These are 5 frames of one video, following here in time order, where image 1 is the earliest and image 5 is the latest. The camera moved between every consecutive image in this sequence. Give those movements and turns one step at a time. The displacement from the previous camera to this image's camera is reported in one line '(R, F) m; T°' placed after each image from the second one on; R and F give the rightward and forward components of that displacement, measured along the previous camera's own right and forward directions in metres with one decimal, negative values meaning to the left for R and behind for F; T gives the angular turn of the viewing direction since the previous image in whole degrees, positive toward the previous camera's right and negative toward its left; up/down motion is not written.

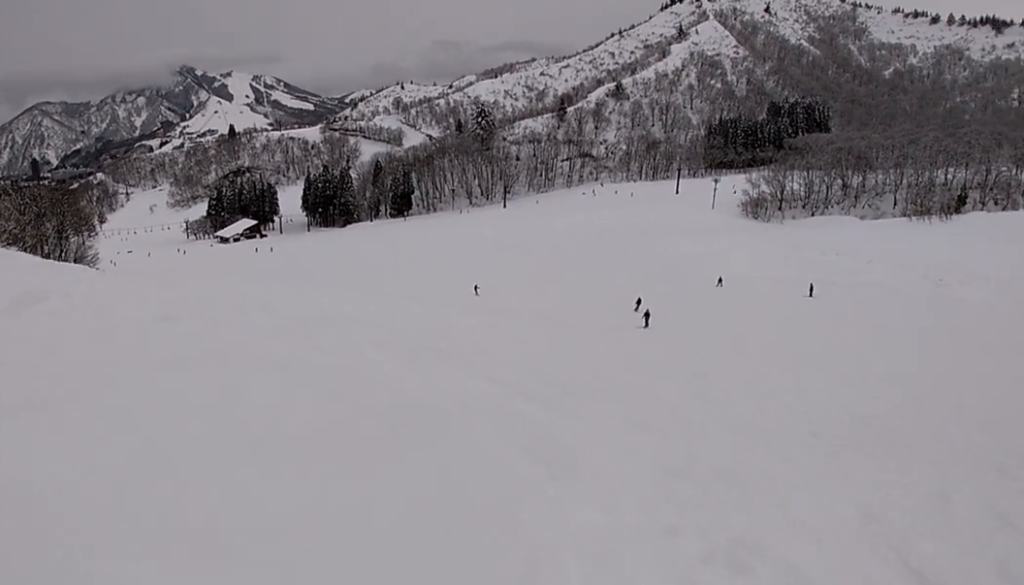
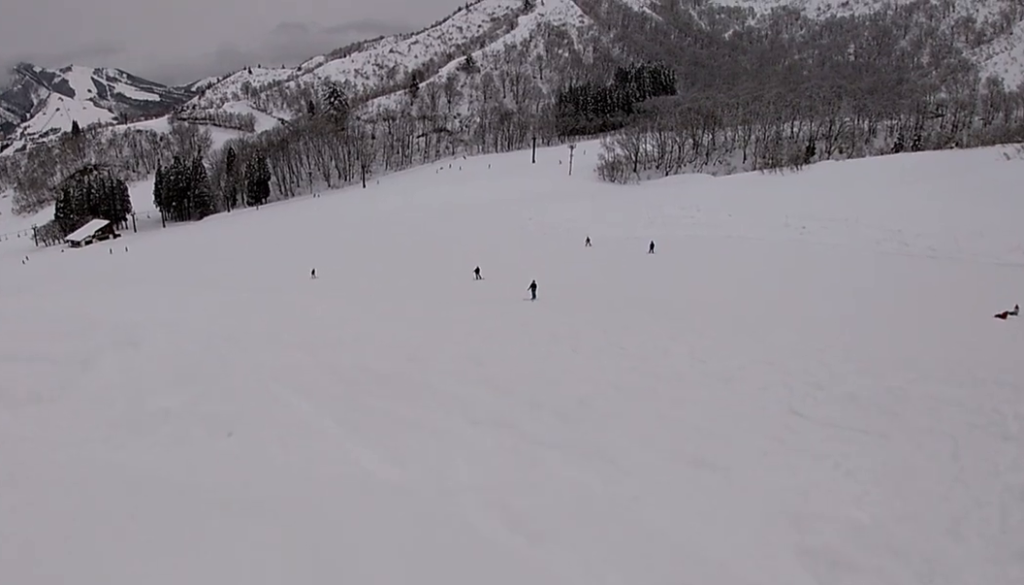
(+0.1, +3.7) m; +4°
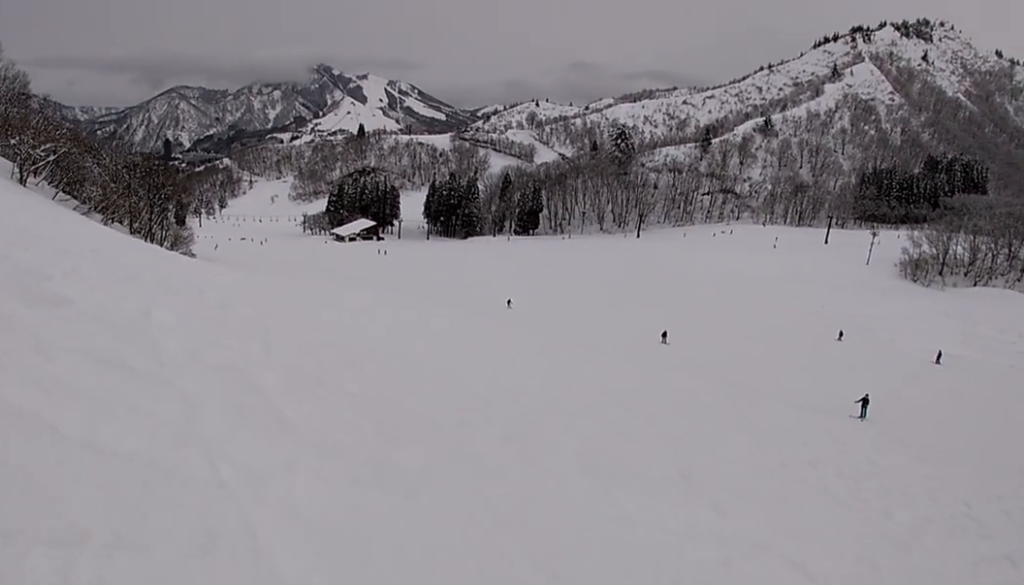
(-0.7, +8.5) m; -4°
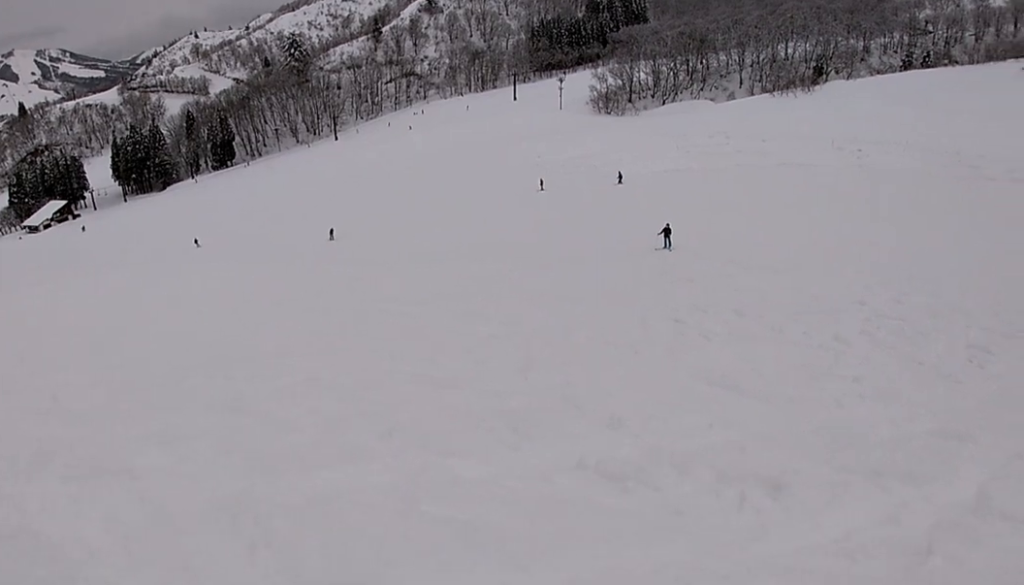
(+1.7, +6.1) m; +35°
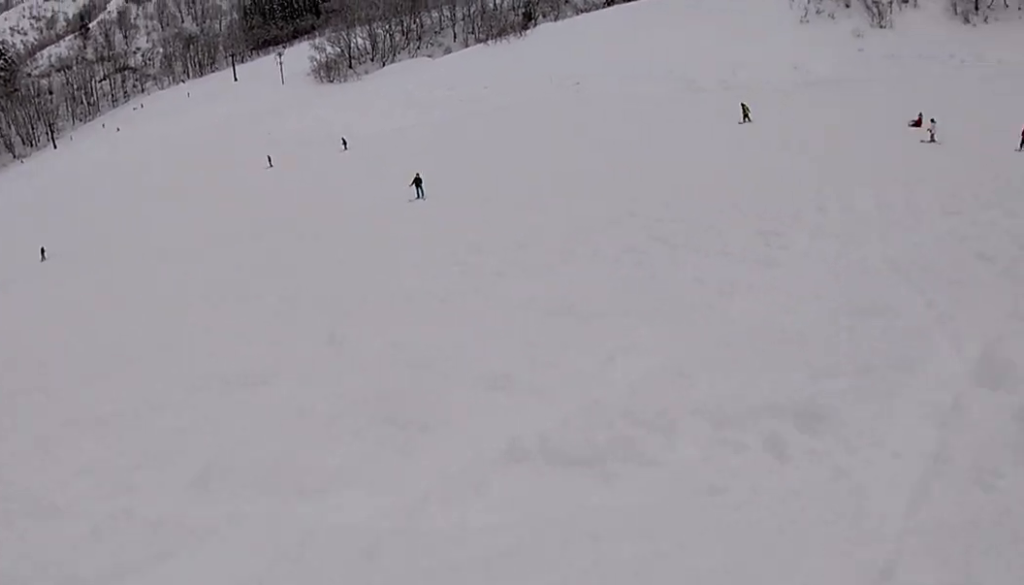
(+0.2, +1.4) m; +11°
